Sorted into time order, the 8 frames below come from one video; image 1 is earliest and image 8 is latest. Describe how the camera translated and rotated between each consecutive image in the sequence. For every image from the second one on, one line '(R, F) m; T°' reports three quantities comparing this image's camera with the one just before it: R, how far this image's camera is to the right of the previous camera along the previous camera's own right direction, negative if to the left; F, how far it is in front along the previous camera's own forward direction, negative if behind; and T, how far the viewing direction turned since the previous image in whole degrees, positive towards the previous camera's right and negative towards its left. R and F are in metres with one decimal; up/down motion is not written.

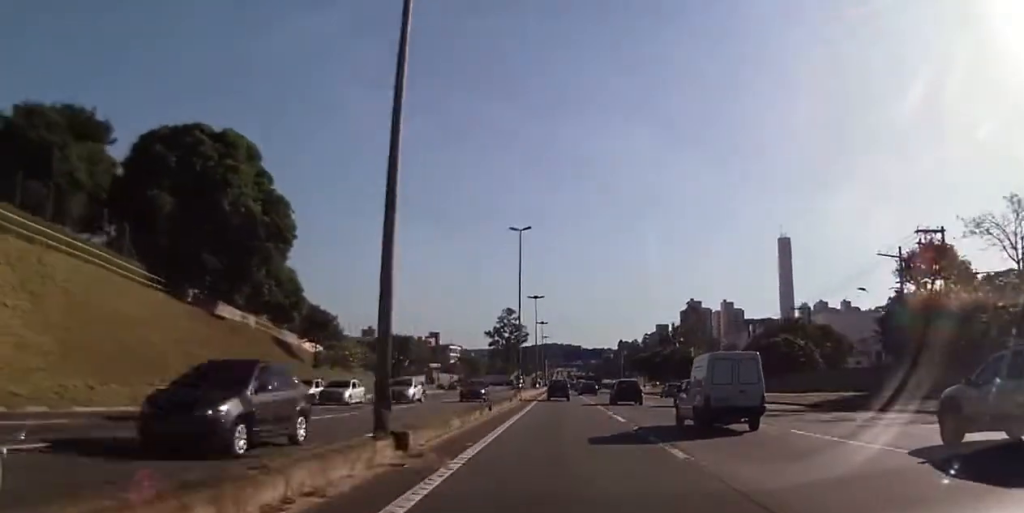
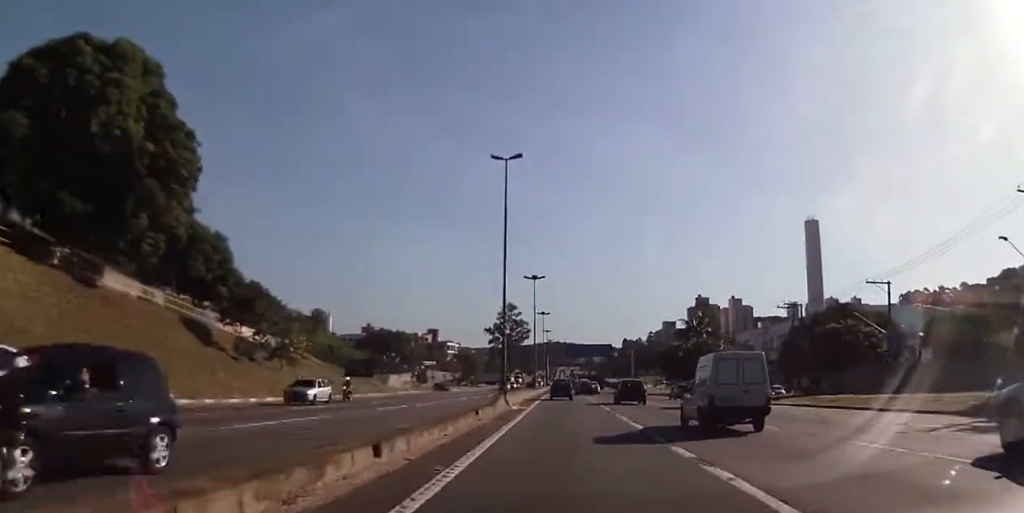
(-0.3, +15.1) m; -1°
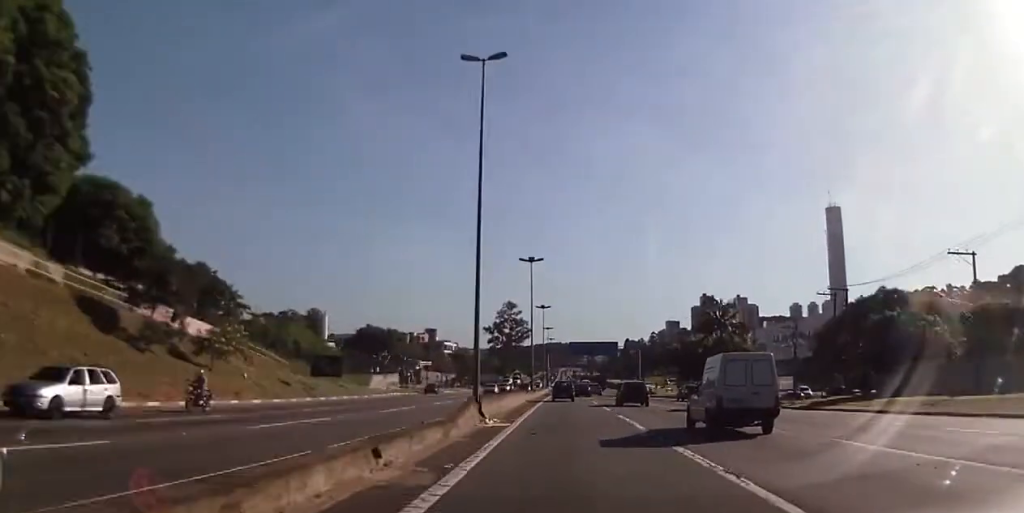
(-0.1, +10.7) m; 0°
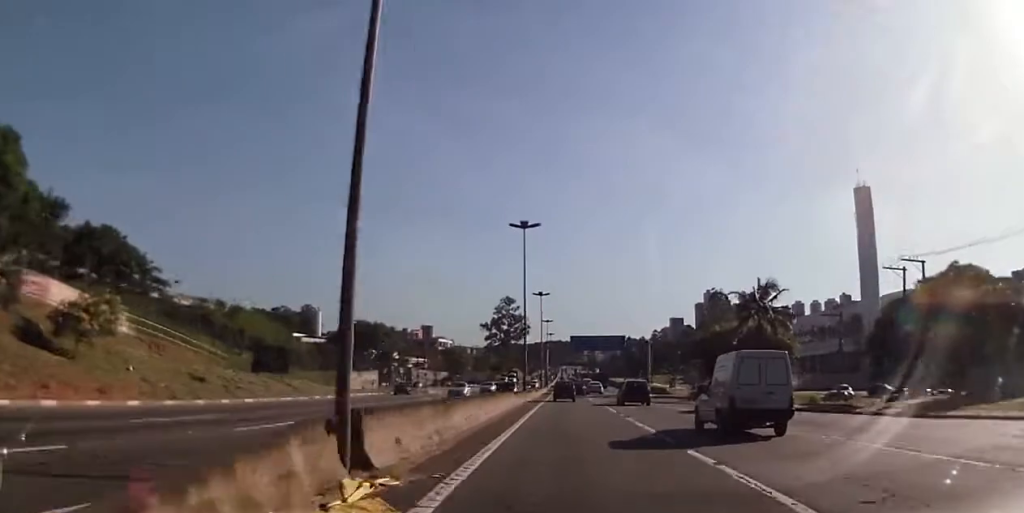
(0.0, +12.8) m; +1°
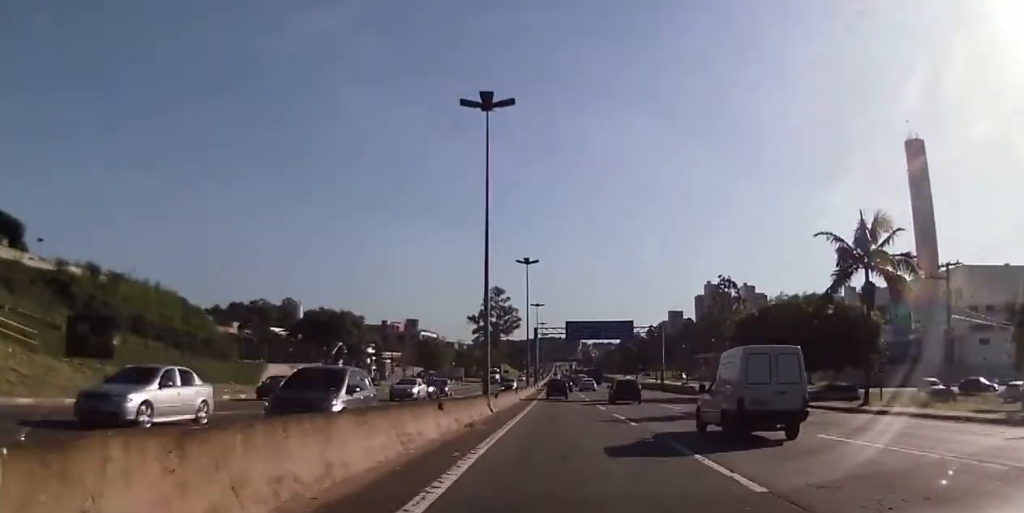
(+0.1, +21.4) m; -2°
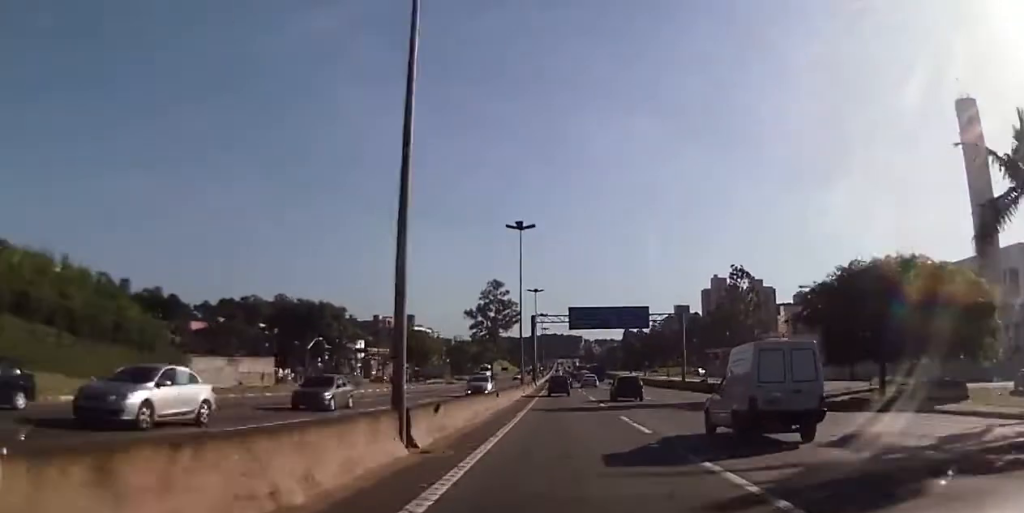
(-0.7, +14.4) m; 0°
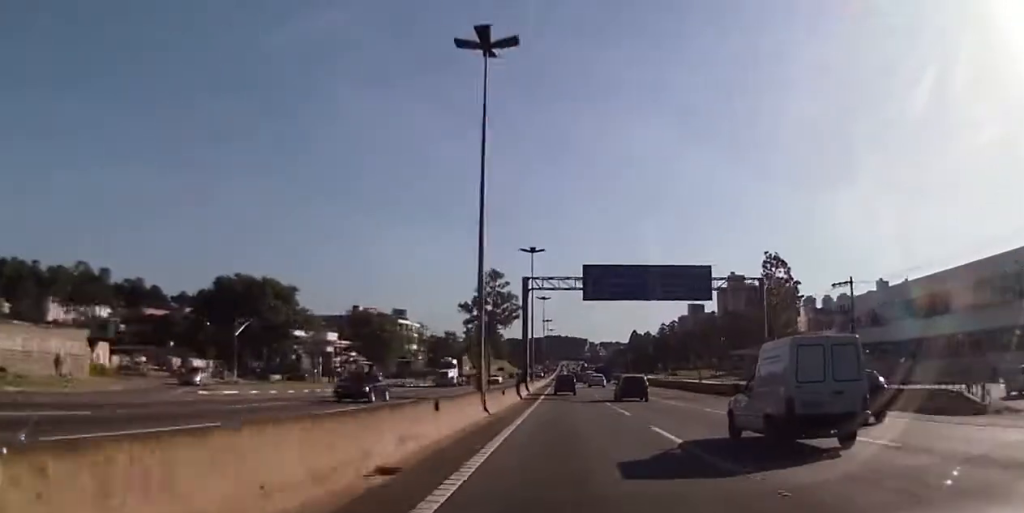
(+1.4, +29.6) m; +3°
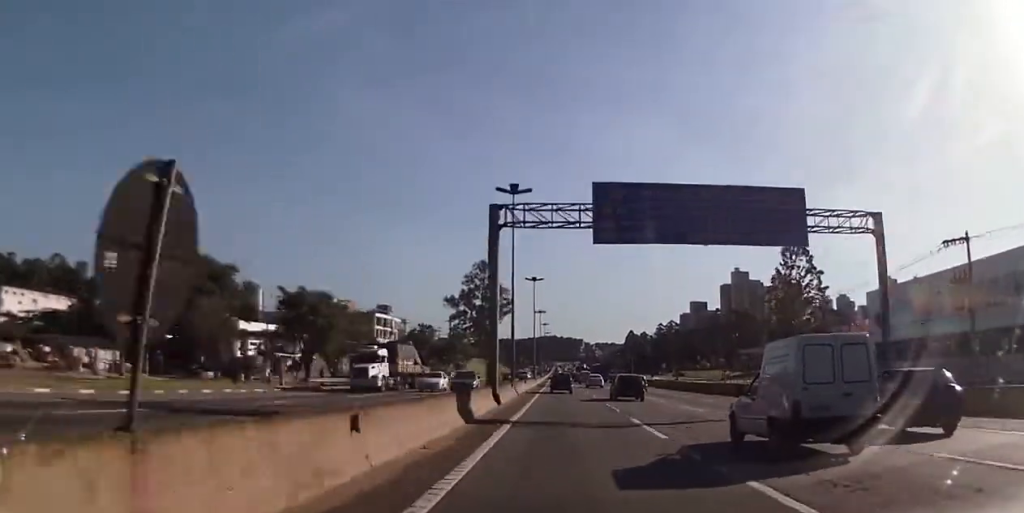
(0.0, +20.2) m; -1°
